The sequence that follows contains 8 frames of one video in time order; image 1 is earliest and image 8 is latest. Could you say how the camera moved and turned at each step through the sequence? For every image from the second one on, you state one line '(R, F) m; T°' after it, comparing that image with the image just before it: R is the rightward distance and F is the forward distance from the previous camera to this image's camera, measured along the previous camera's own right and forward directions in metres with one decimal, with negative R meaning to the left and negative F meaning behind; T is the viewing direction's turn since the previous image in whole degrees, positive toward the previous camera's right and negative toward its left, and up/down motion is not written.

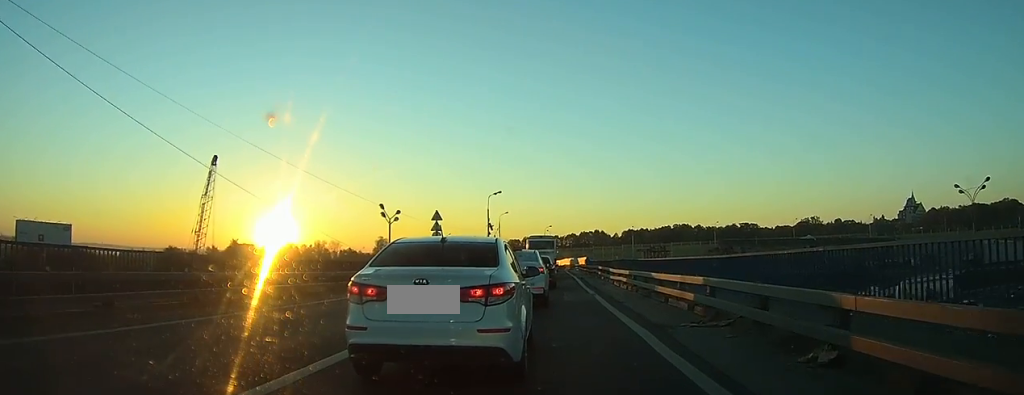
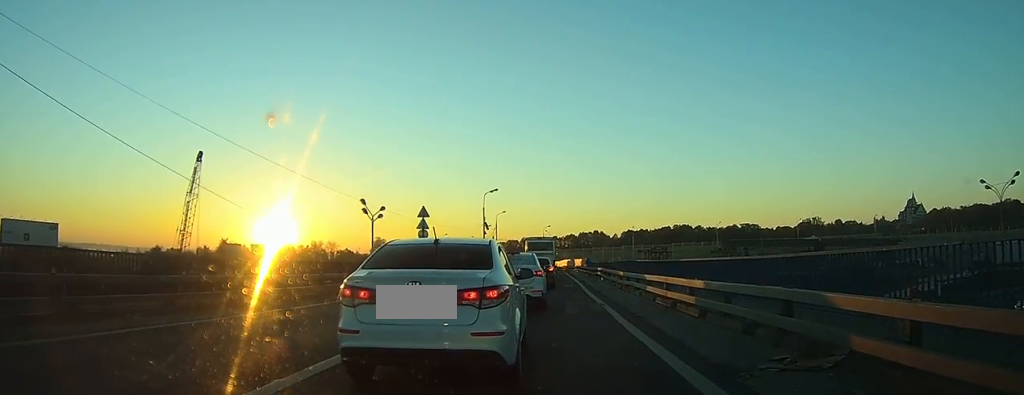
(0.0, +6.3) m; 0°
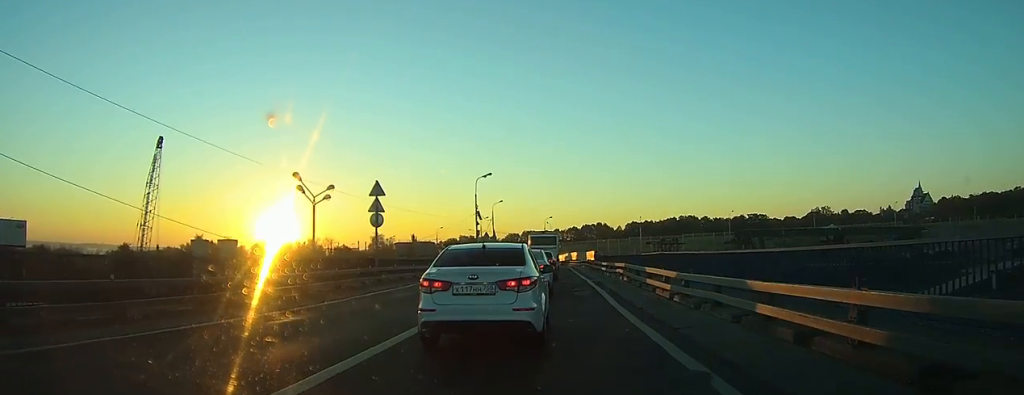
(0.0, +4.3) m; 0°
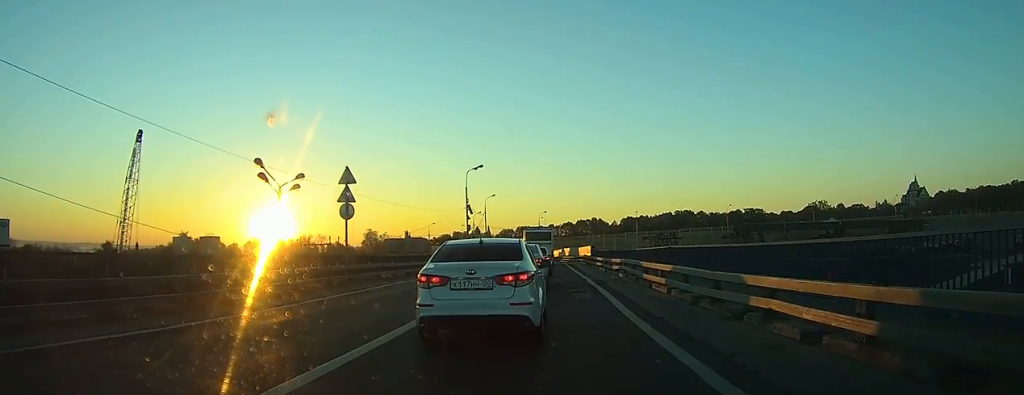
(-0.1, +3.9) m; 0°
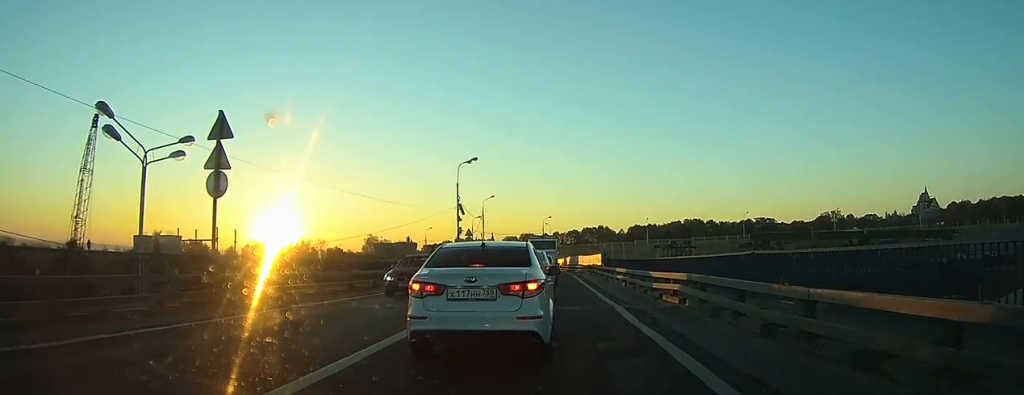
(-0.1, +10.2) m; -1°
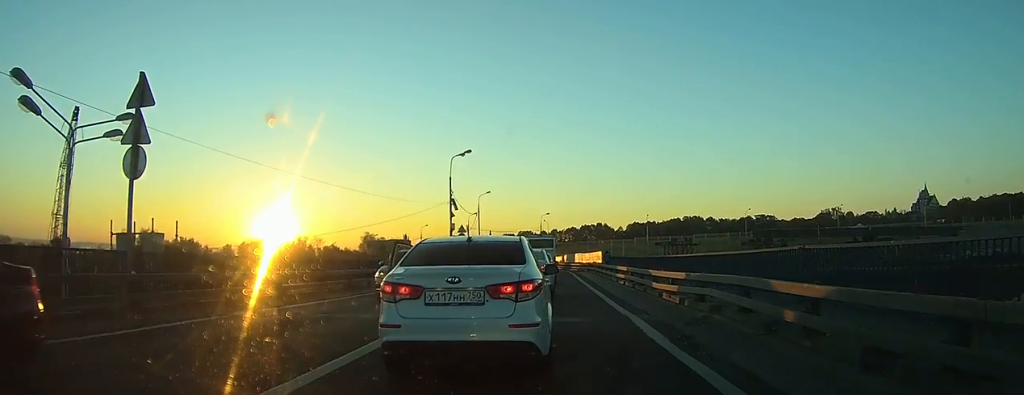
(0.0, +2.7) m; 0°
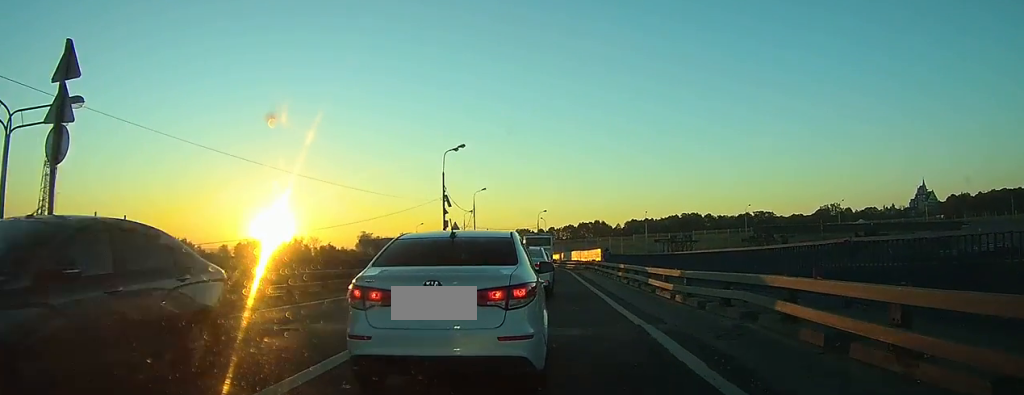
(0.0, +1.9) m; +1°
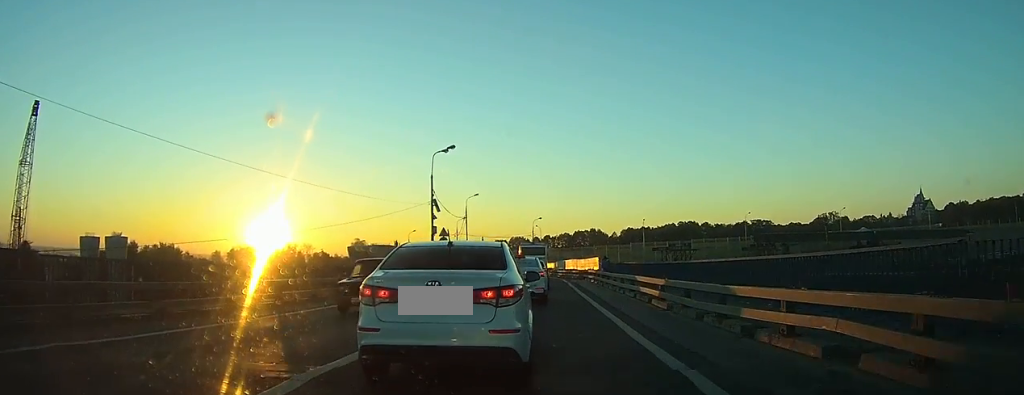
(0.0, +3.9) m; 0°
